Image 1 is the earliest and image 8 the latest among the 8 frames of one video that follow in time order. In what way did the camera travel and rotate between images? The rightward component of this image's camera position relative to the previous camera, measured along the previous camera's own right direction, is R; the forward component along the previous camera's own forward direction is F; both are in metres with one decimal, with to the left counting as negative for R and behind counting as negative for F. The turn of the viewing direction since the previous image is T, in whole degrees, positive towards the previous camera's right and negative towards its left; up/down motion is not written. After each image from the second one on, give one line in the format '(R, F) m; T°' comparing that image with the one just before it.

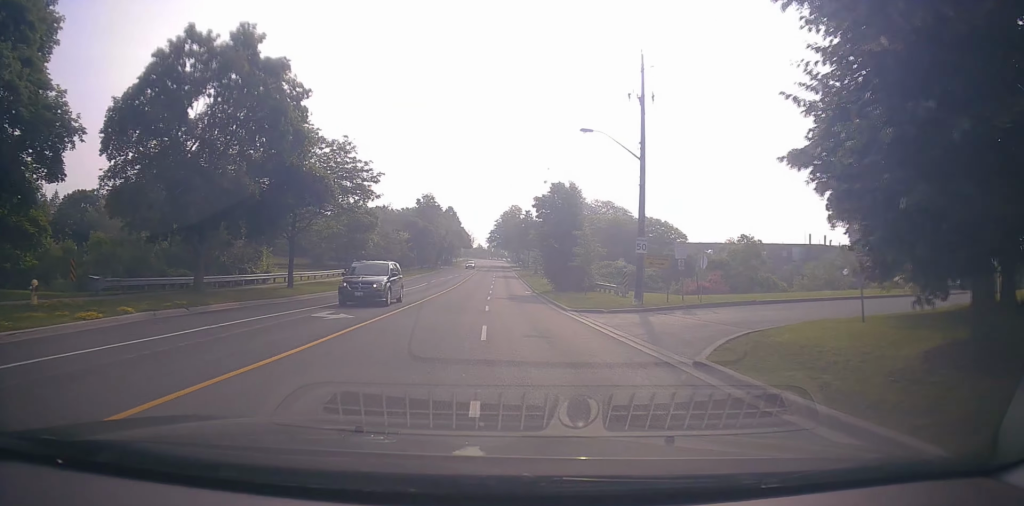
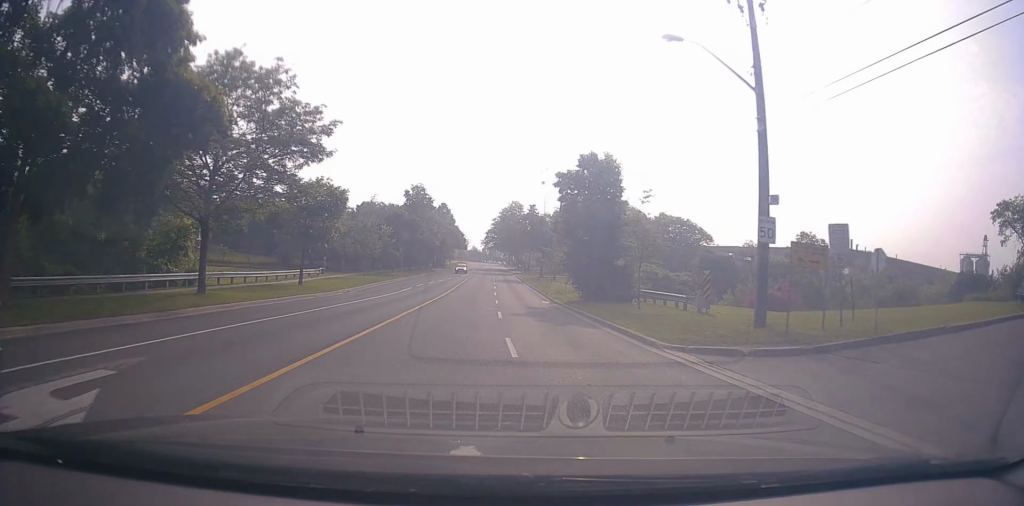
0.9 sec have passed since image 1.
(+0.2, +11.8) m; 0°
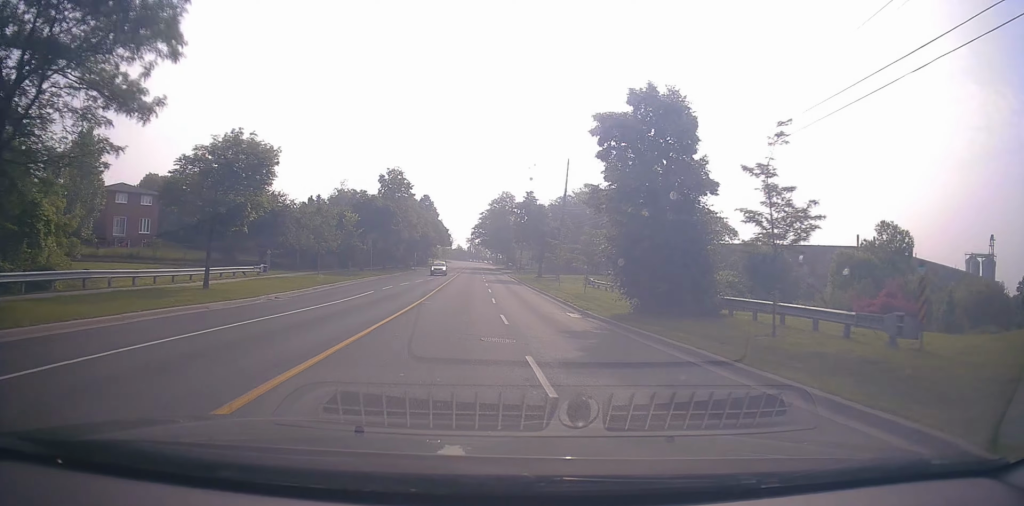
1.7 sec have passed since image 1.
(-0.1, +12.0) m; 0°
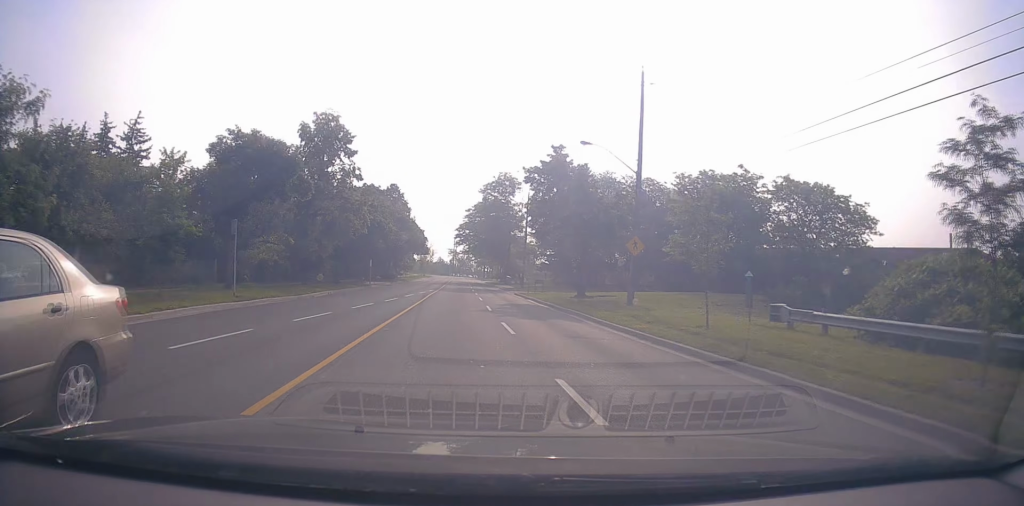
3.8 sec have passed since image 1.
(+0.4, +29.2) m; +2°
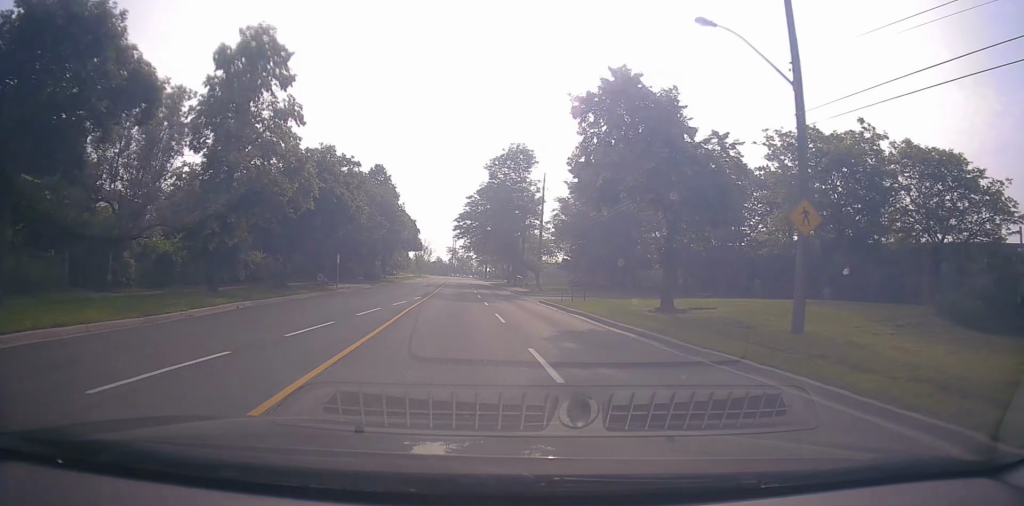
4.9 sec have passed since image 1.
(+0.1, +15.1) m; +1°
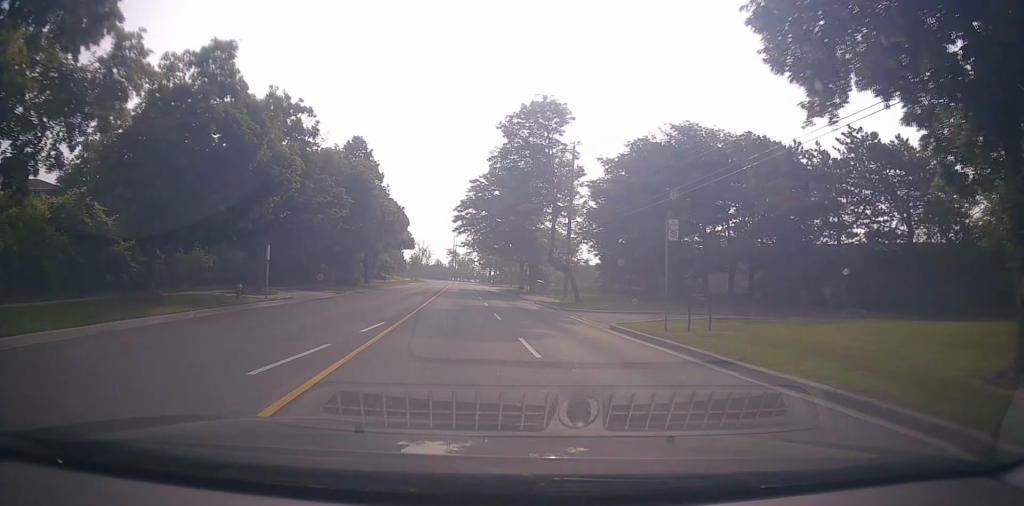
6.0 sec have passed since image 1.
(+0.3, +15.7) m; +1°
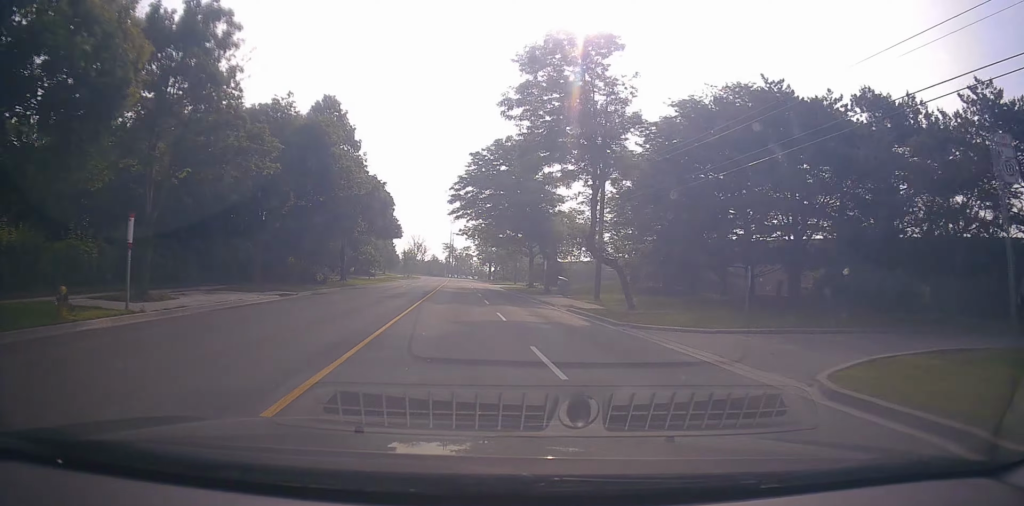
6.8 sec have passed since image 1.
(0.0, +11.5) m; -1°
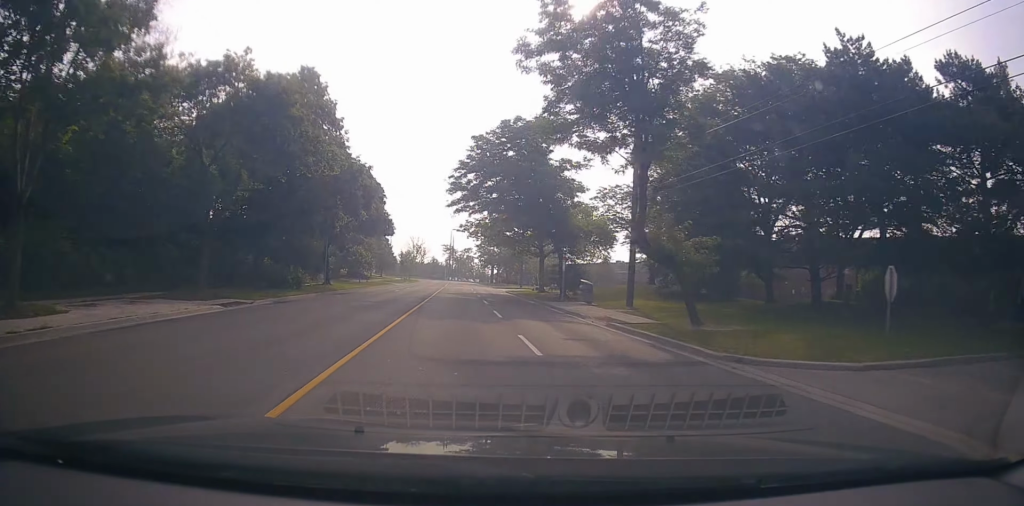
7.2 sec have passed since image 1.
(-0.1, +6.7) m; -1°
